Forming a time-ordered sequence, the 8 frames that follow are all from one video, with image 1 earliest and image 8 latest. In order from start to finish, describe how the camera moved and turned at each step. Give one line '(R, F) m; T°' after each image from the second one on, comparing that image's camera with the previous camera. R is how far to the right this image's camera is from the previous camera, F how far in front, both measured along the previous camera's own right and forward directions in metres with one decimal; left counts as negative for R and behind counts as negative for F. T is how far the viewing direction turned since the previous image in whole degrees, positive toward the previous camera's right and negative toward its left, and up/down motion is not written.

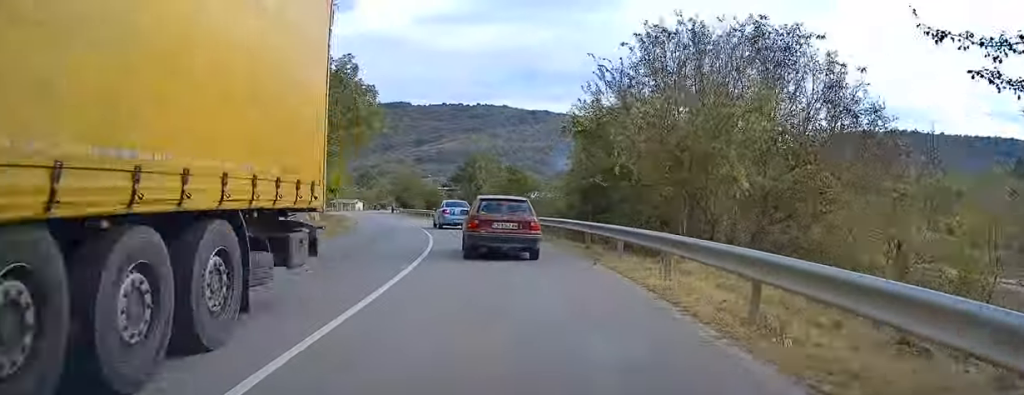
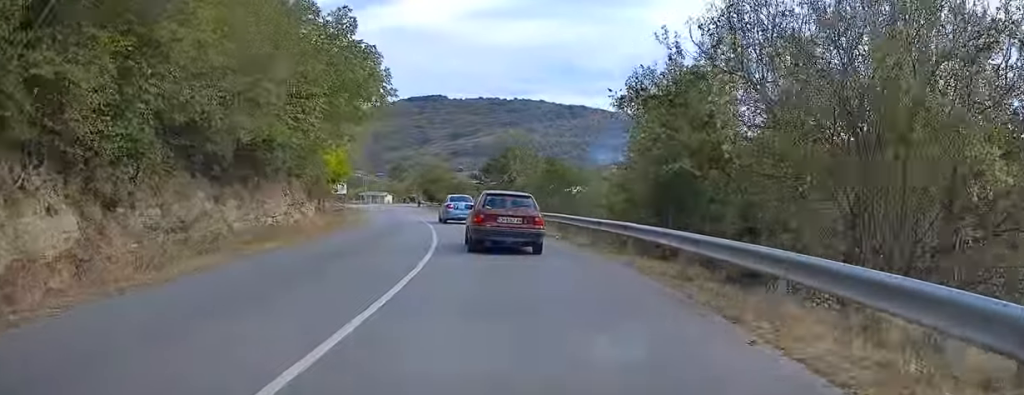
(-0.2, +7.8) m; -3°
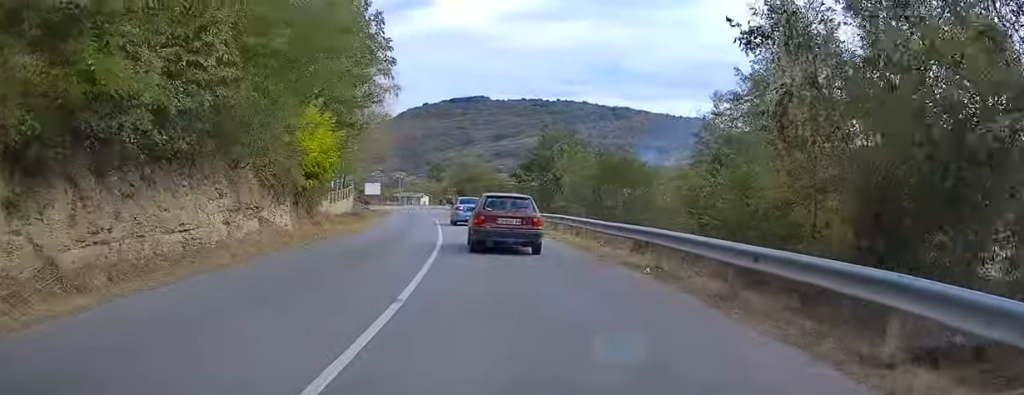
(-0.3, +9.8) m; -4°
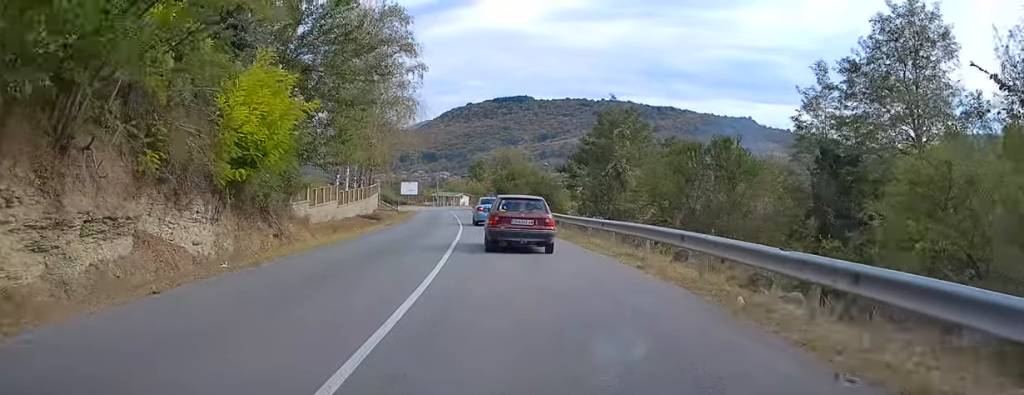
(-0.4, +10.1) m; -4°
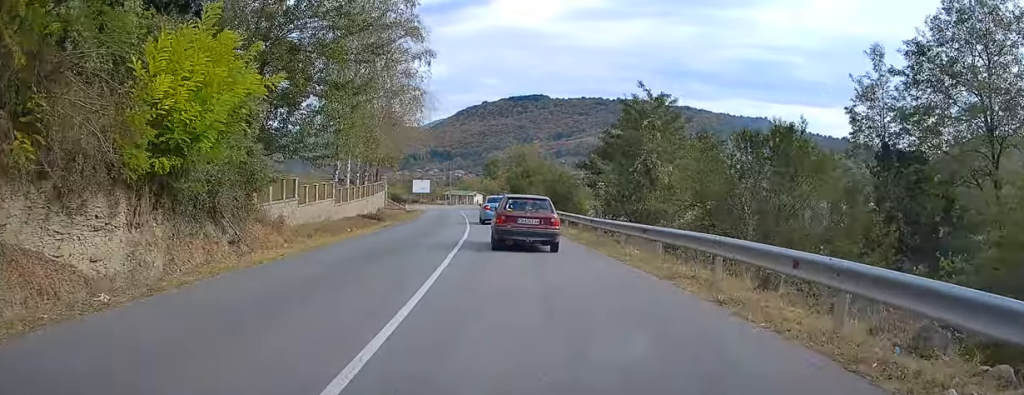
(-0.1, +4.6) m; -1°
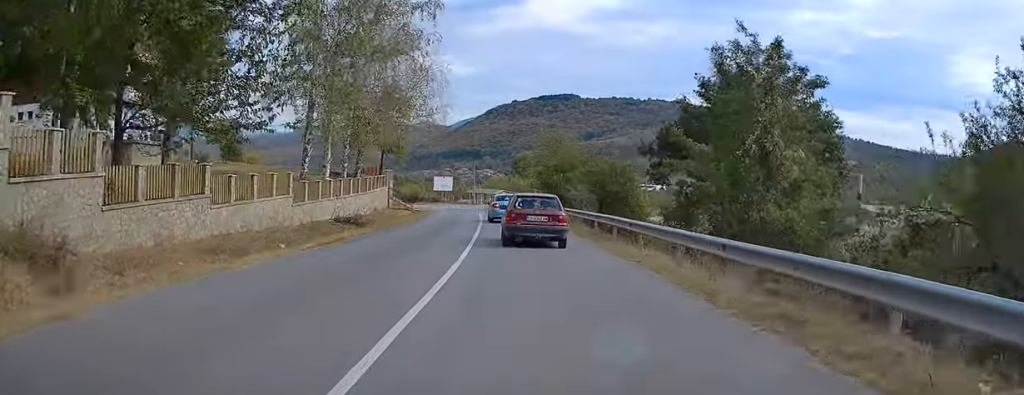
(-0.2, +12.8) m; -2°
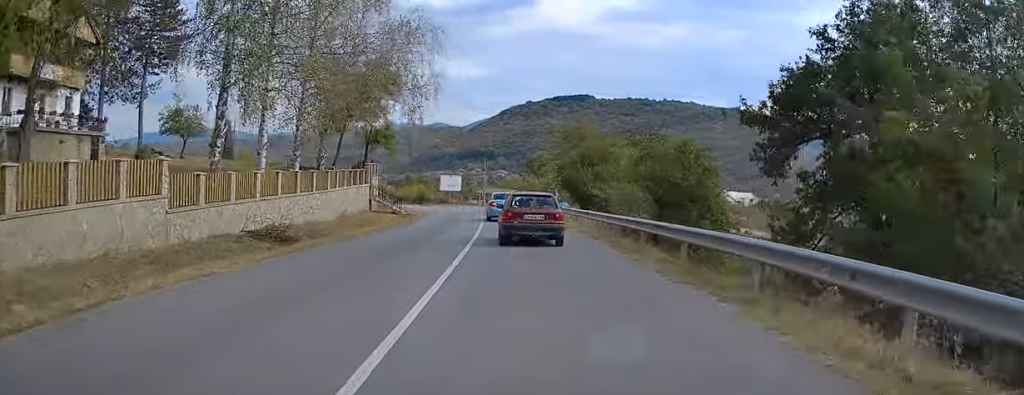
(-0.3, +12.0) m; -2°
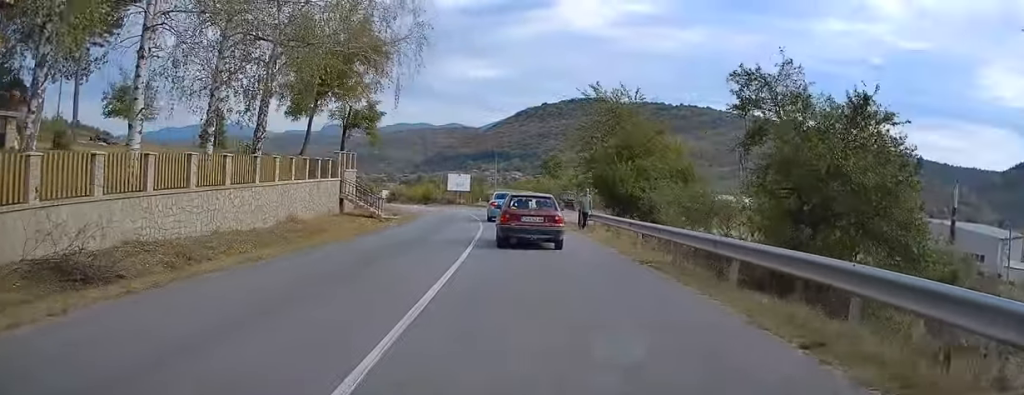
(-0.1, +10.7) m; -1°
